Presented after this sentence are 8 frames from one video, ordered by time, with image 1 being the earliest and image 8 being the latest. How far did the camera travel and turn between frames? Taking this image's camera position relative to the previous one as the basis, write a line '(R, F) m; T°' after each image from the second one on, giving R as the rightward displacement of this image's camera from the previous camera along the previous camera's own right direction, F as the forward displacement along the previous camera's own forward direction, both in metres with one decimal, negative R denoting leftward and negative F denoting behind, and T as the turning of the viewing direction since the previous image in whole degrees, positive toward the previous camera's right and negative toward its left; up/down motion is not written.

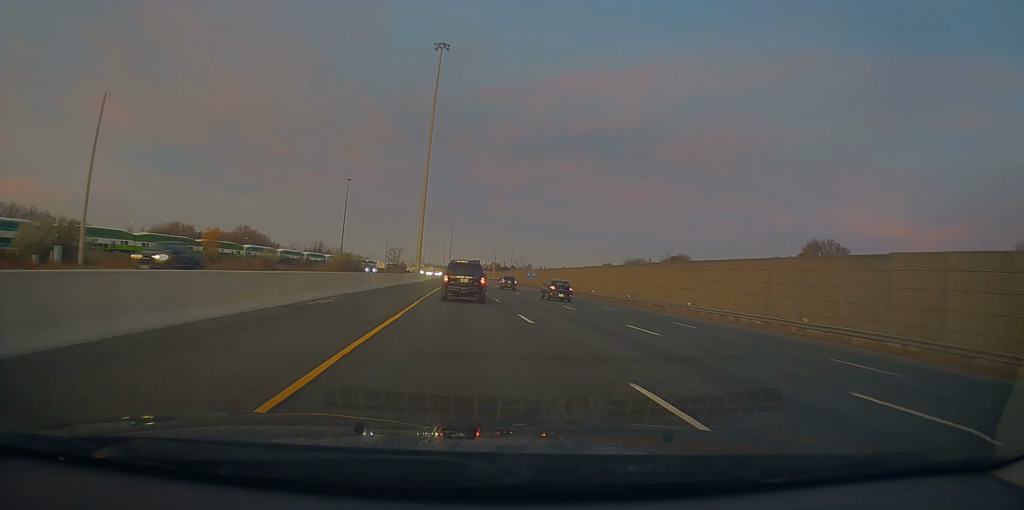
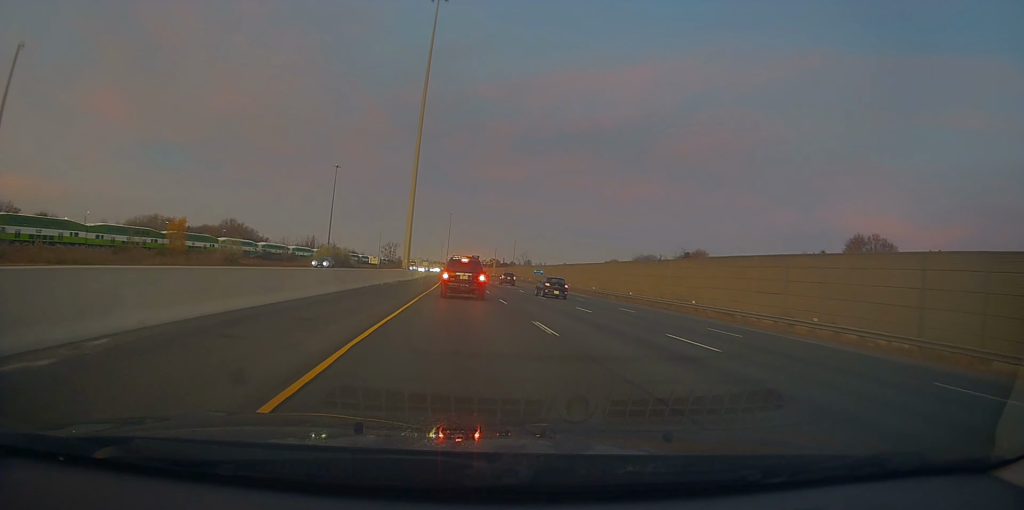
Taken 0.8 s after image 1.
(0.0, +14.9) m; 0°
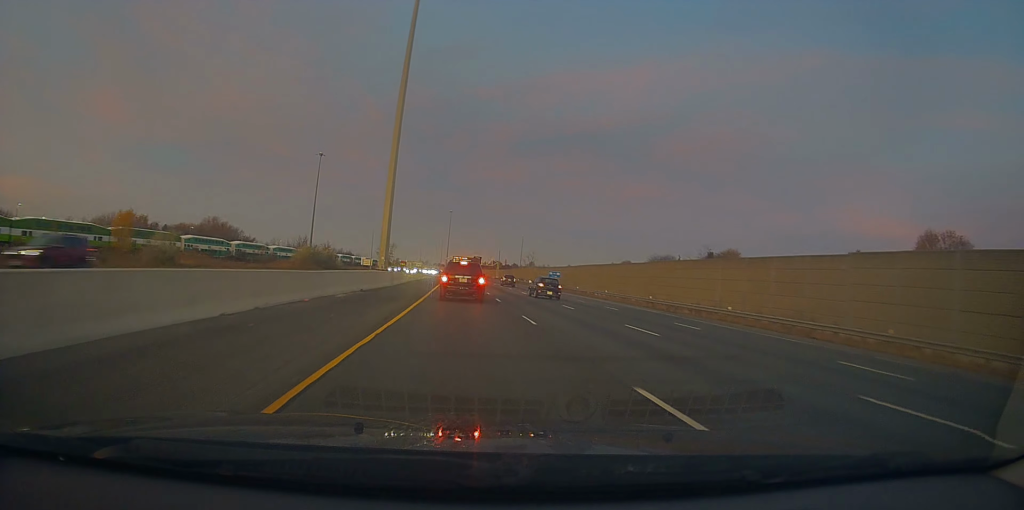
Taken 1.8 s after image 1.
(0.0, +17.4) m; +1°
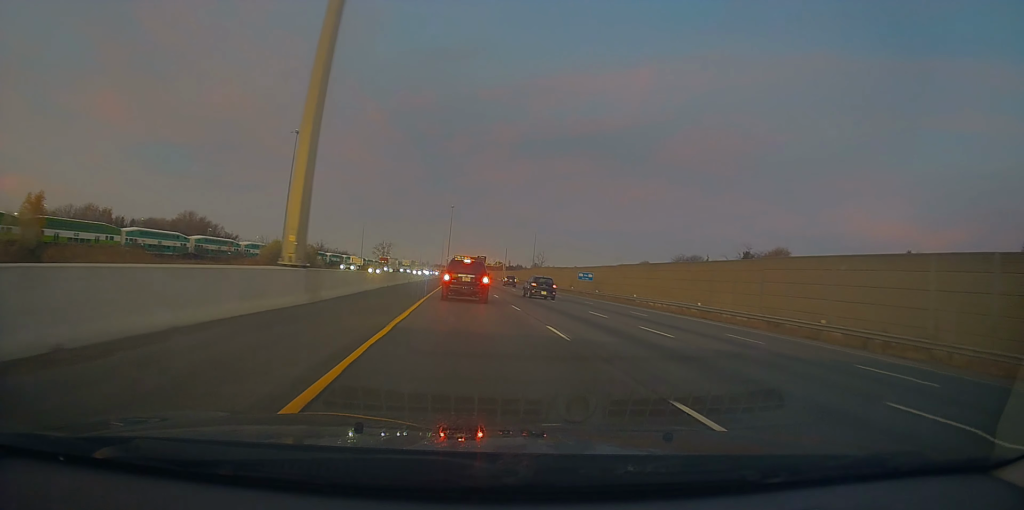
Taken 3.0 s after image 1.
(+0.4, +21.3) m; +2°
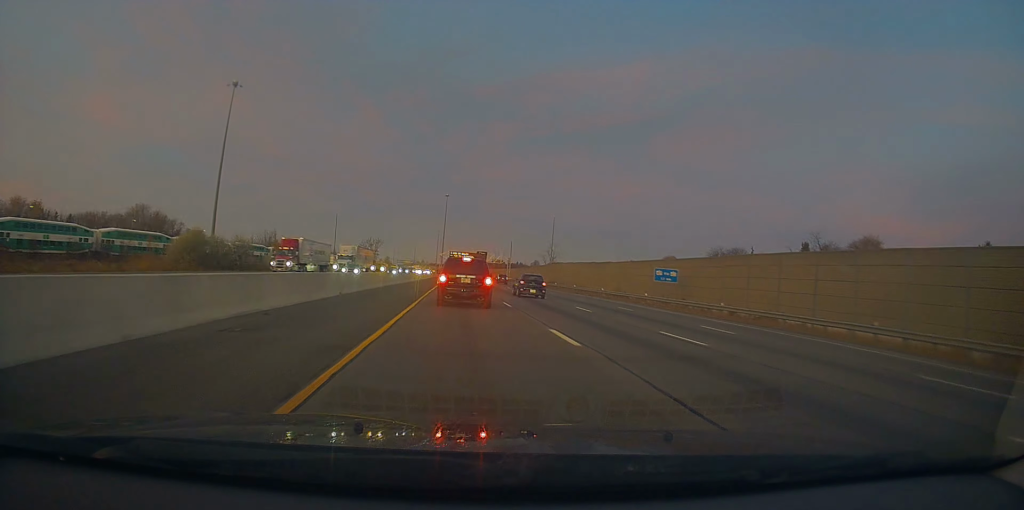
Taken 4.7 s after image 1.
(+0.1, +35.9) m; -1°
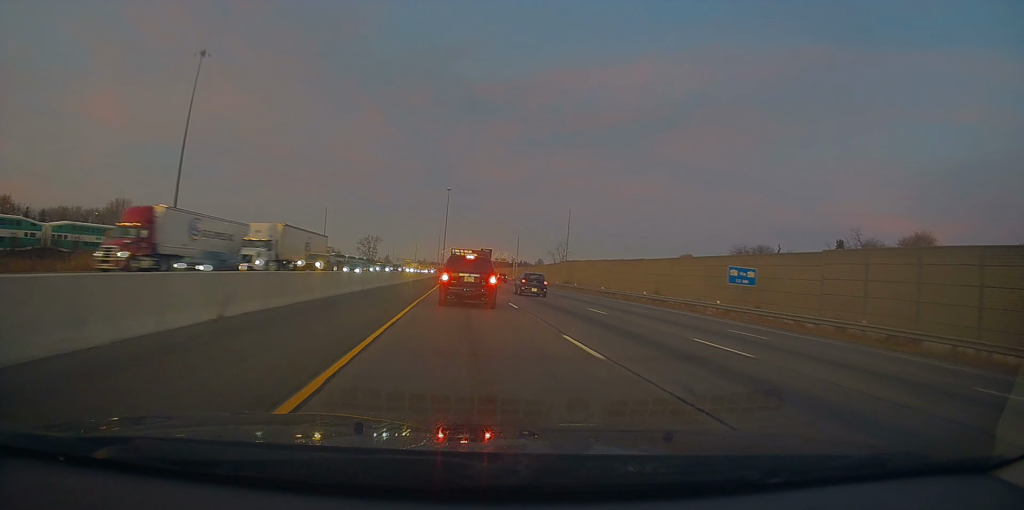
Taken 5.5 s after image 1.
(-0.2, +16.8) m; 0°
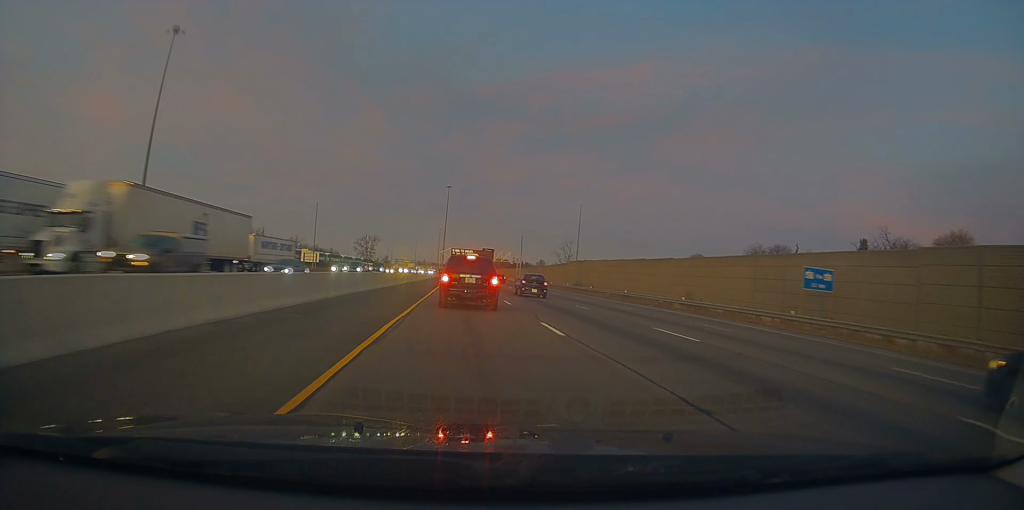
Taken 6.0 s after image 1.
(0.0, +10.5) m; 0°
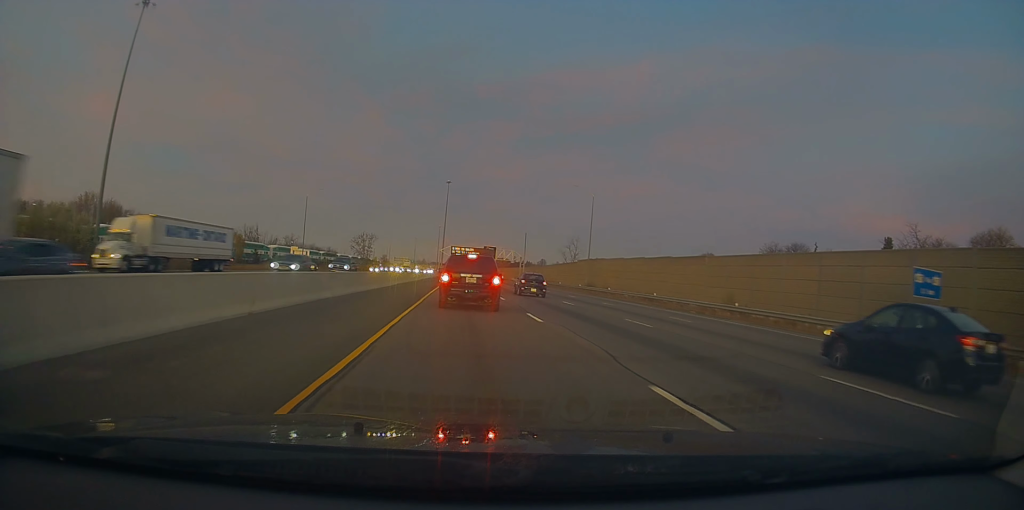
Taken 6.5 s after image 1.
(+0.2, +9.3) m; +1°
